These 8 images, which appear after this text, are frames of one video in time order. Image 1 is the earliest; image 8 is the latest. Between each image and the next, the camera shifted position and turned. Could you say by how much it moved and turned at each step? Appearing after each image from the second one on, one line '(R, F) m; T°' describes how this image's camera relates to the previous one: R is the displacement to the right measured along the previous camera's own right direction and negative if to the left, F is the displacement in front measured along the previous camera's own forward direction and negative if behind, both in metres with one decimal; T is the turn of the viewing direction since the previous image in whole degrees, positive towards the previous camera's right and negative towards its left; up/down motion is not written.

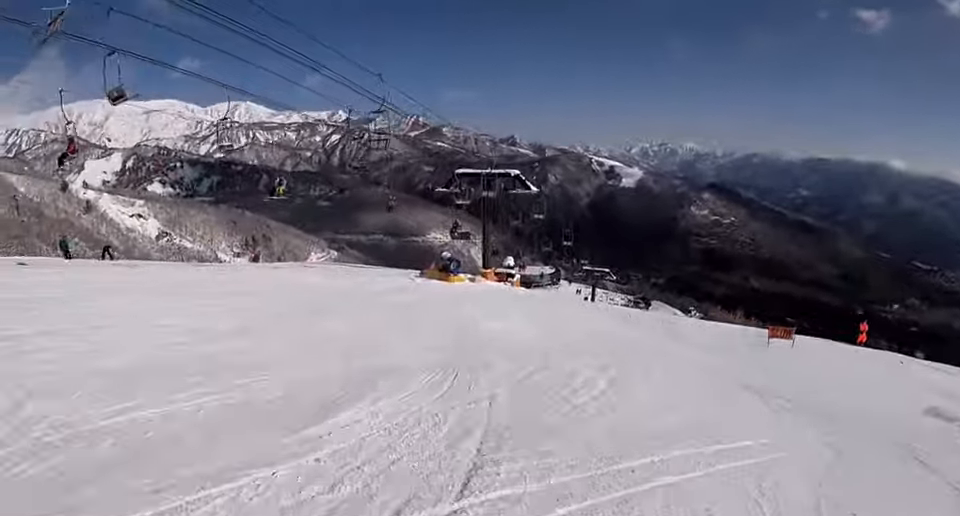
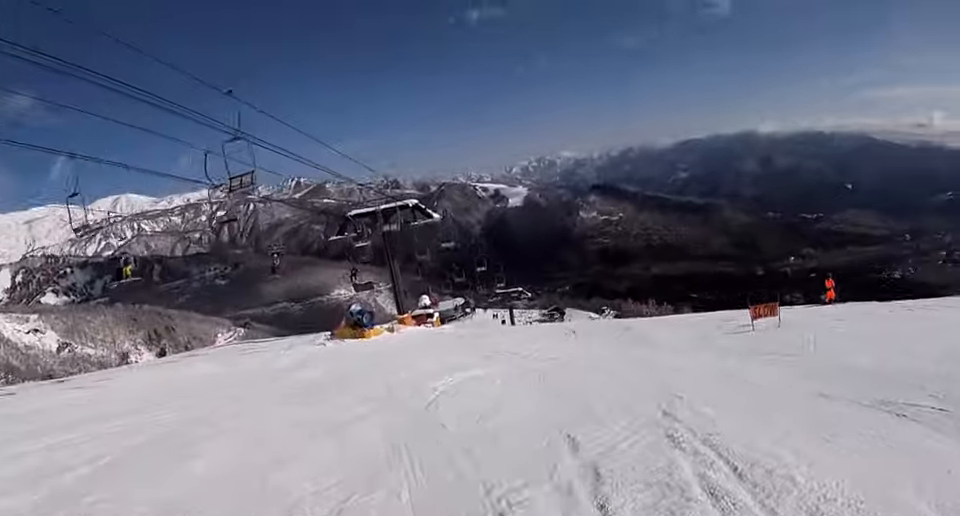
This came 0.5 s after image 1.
(+0.3, +4.2) m; +7°
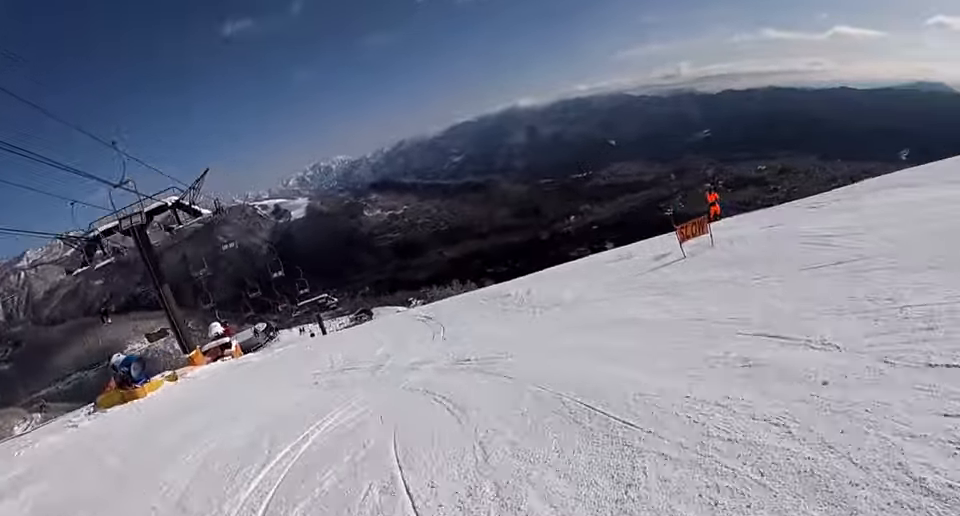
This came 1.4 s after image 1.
(+0.7, +7.0) m; +9°
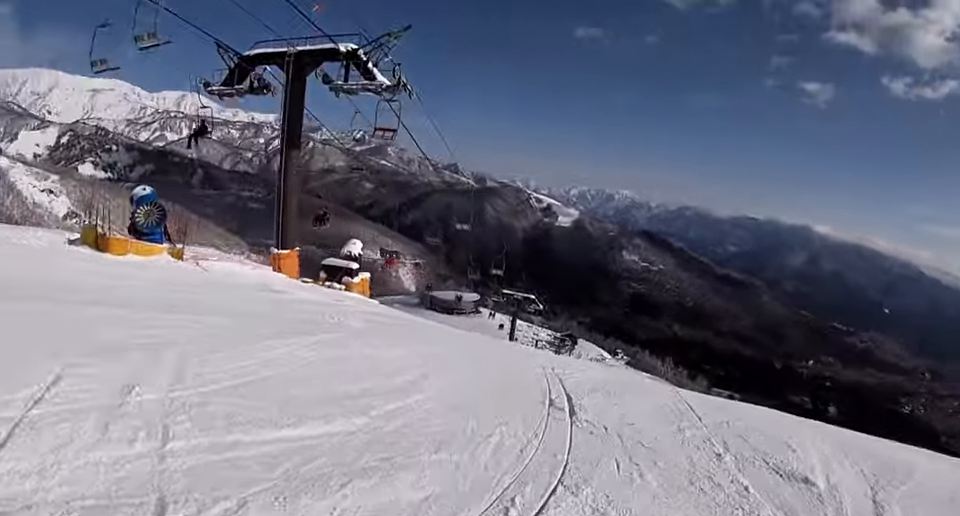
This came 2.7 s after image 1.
(-0.2, +9.5) m; -6°
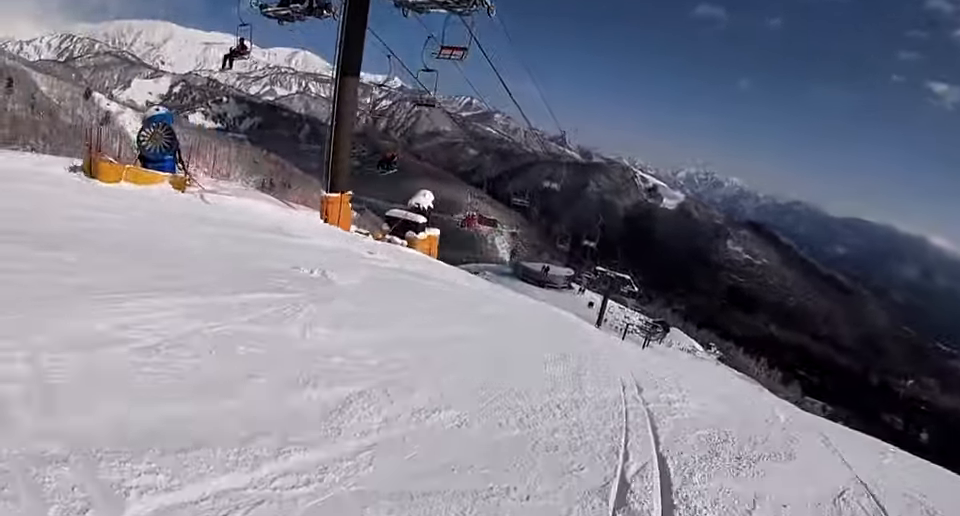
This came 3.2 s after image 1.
(-0.7, +3.3) m; -1°
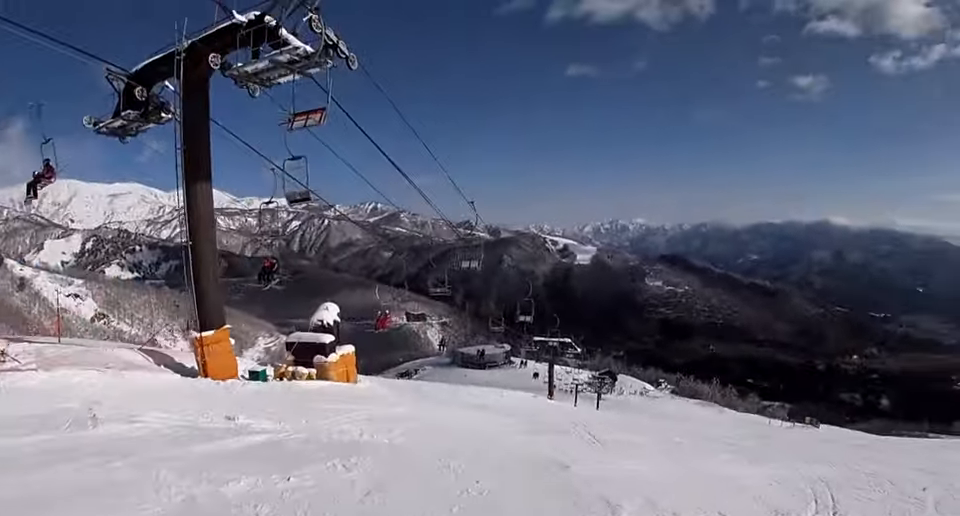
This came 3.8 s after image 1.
(+0.6, +4.0) m; +6°
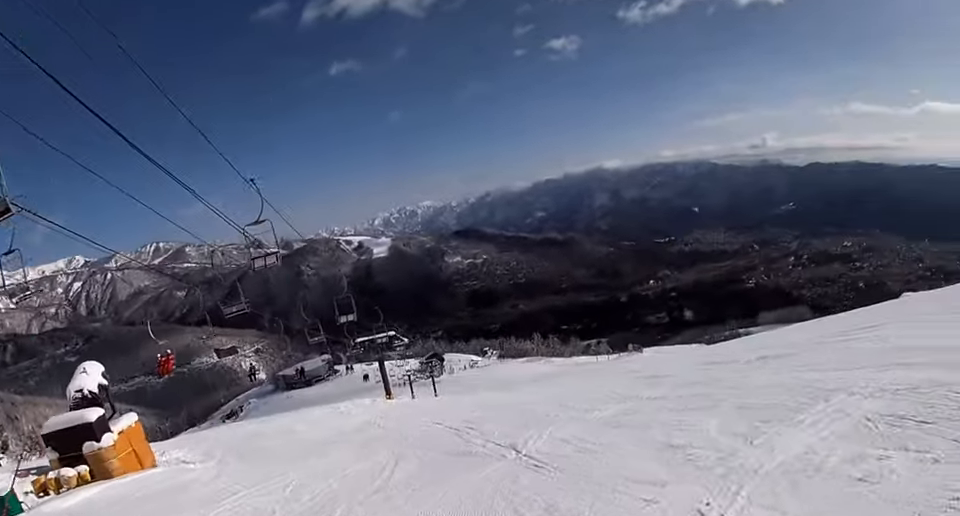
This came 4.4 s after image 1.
(+0.4, +4.6) m; +7°
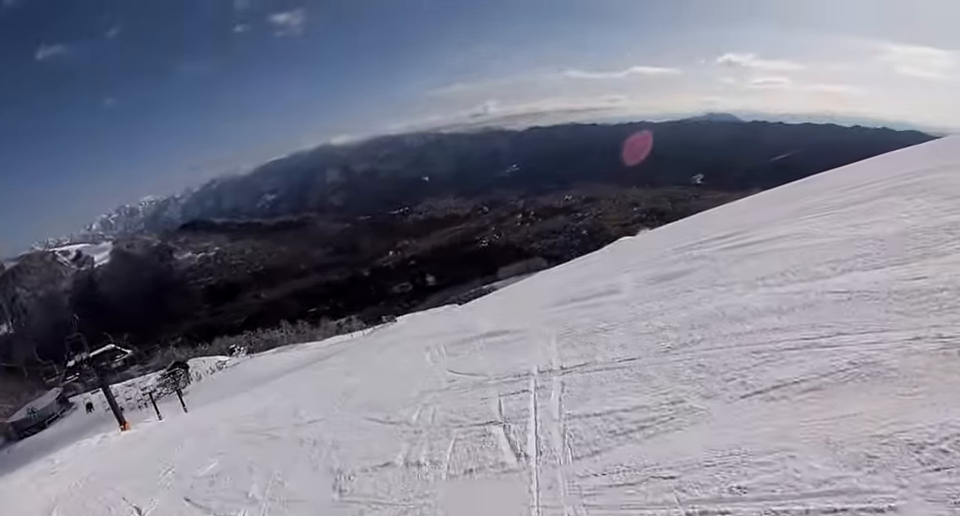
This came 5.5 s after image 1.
(+0.6, +8.0) m; +12°
